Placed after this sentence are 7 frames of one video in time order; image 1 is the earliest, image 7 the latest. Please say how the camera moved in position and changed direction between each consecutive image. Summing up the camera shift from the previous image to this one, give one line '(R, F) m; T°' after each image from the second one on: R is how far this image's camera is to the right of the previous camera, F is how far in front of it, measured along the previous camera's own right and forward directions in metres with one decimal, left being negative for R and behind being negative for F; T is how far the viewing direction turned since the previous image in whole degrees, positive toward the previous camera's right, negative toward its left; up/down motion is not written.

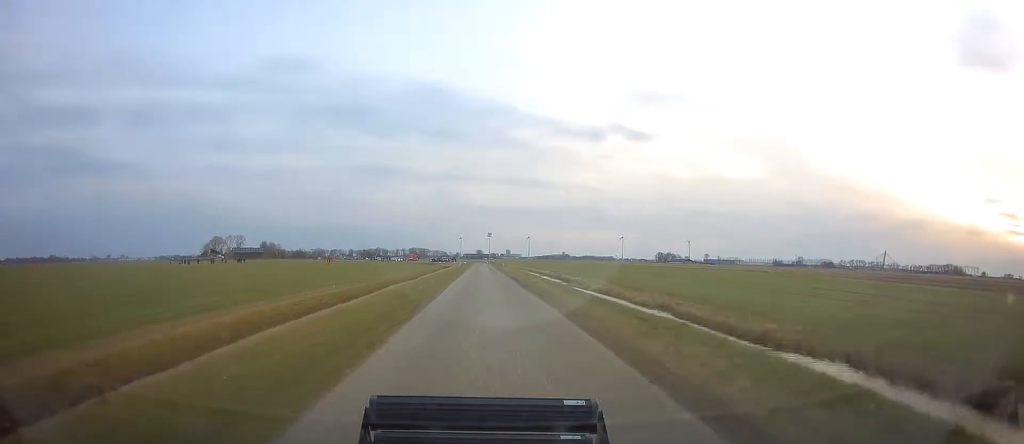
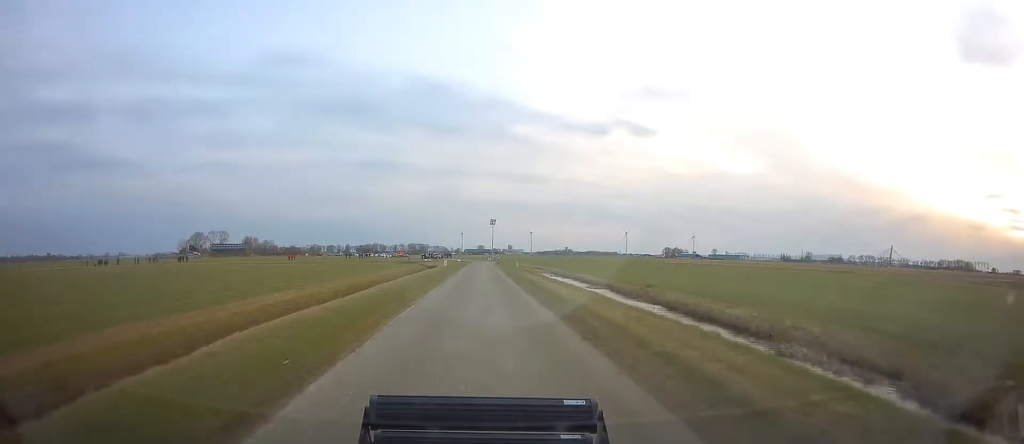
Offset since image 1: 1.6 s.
(+0.2, +39.6) m; 0°
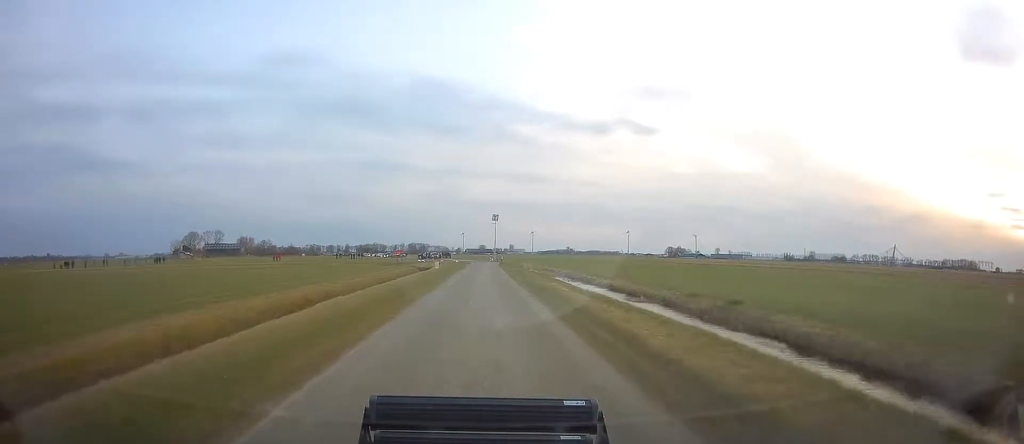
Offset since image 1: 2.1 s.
(0.0, +12.1) m; 0°
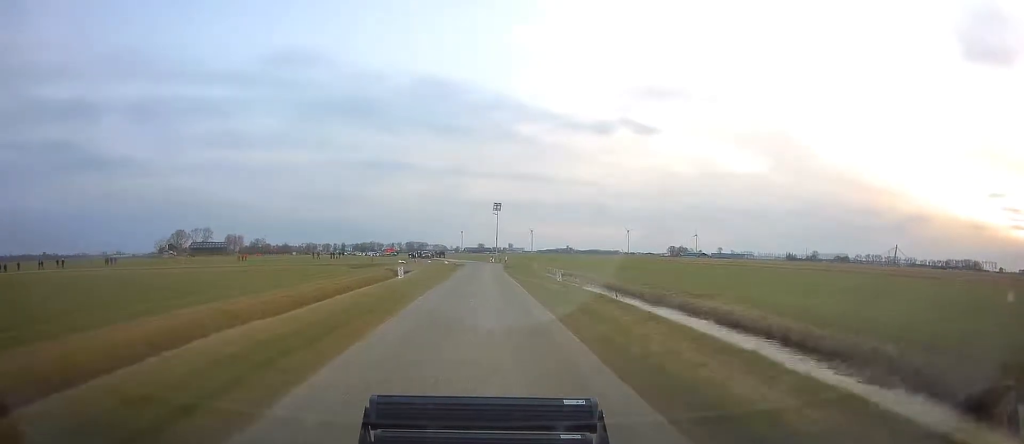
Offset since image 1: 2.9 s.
(0.0, +20.0) m; 0°
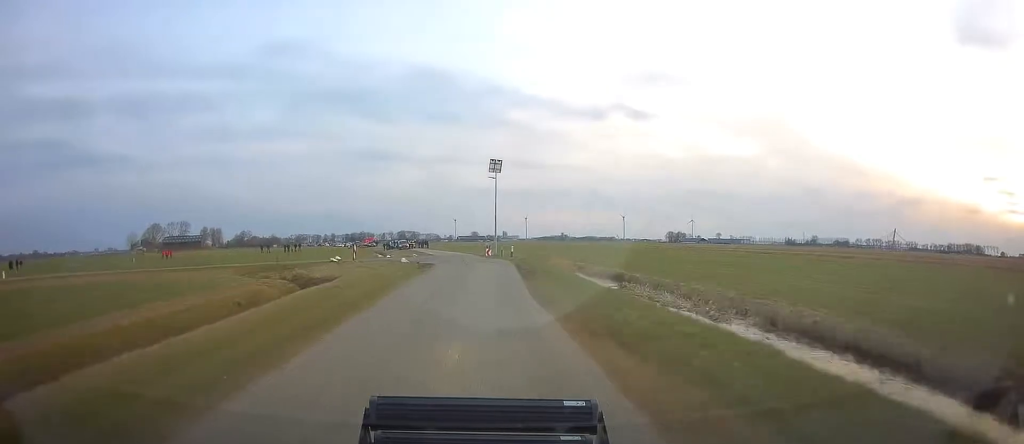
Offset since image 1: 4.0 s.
(+0.1, +28.2) m; 0°
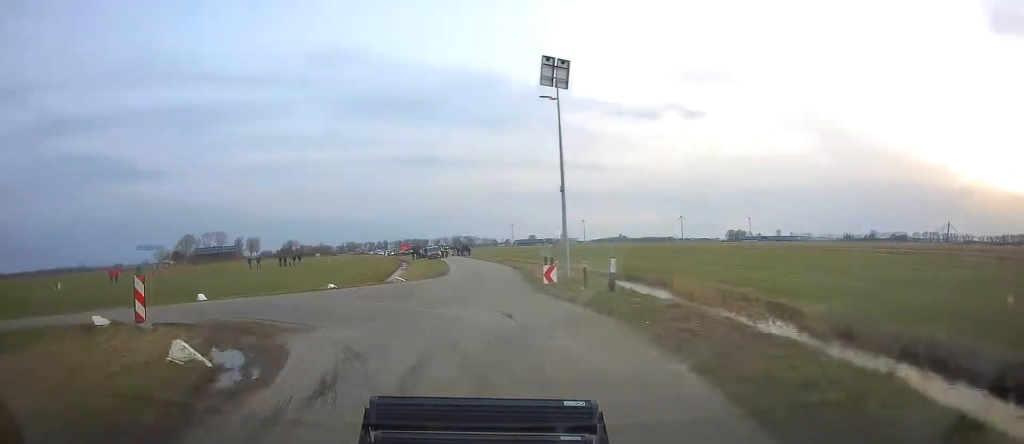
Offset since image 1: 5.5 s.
(-0.5, +28.9) m; -13°
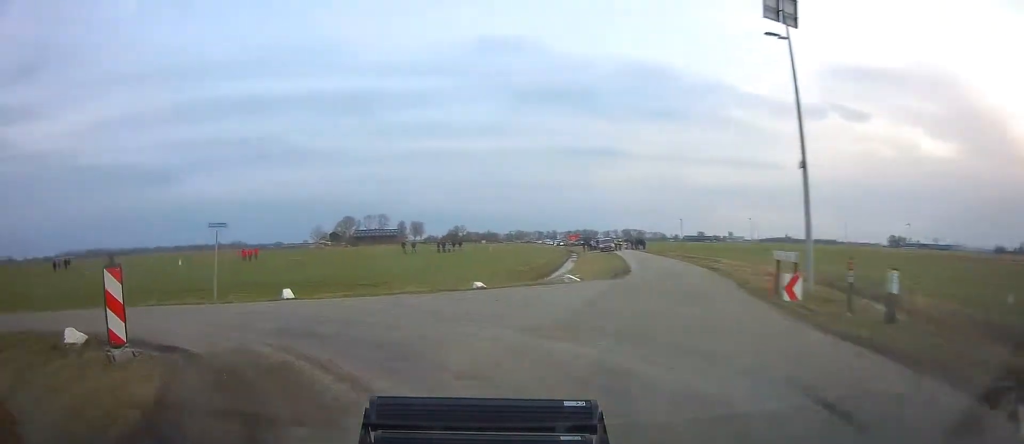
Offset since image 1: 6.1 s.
(-1.1, +6.7) m; -18°
